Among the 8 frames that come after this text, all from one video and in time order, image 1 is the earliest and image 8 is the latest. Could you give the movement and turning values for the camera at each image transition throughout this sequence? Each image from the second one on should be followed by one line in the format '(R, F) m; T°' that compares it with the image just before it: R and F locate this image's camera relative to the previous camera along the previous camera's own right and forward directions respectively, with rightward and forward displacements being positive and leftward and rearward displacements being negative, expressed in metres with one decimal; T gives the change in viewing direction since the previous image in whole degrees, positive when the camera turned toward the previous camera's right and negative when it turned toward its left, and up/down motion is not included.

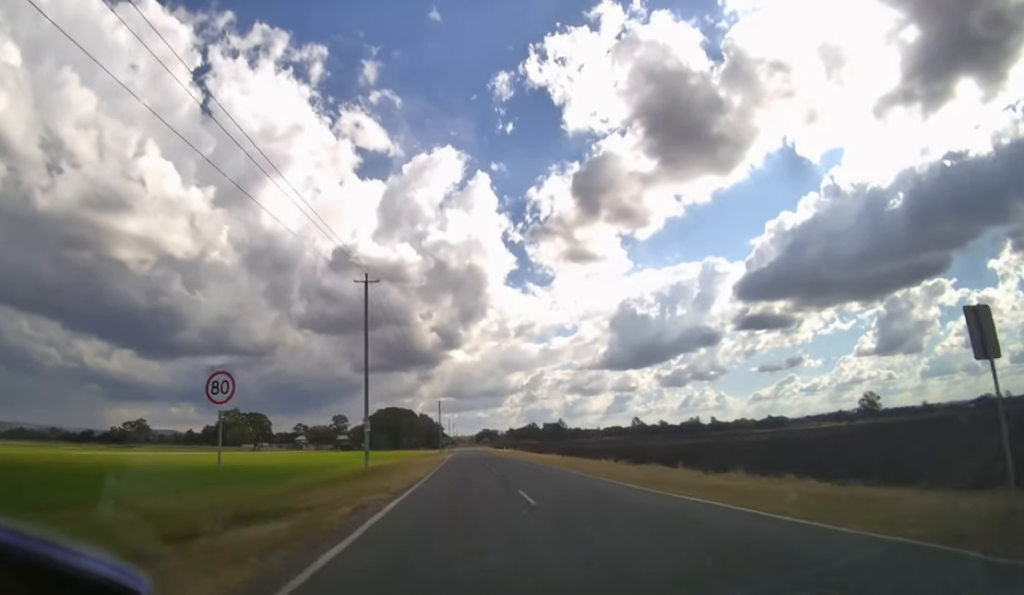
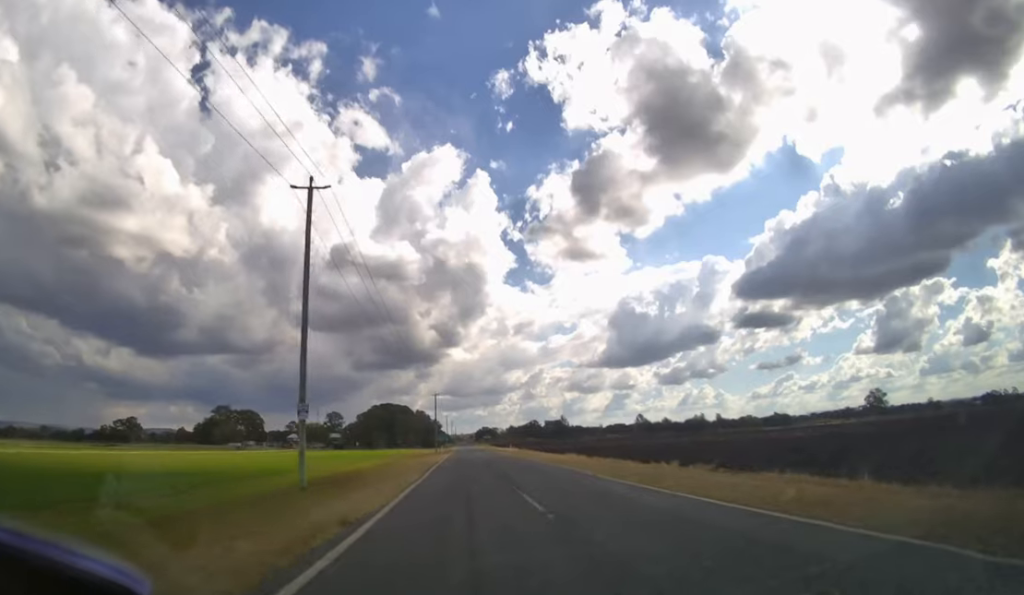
(0.0, +13.5) m; 0°
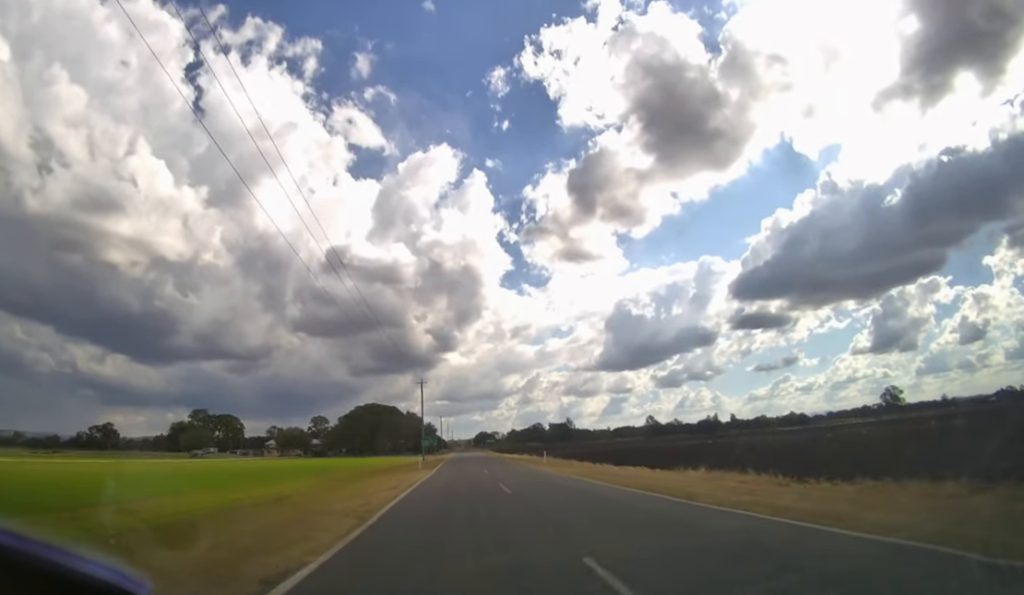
(+0.3, +35.9) m; +1°
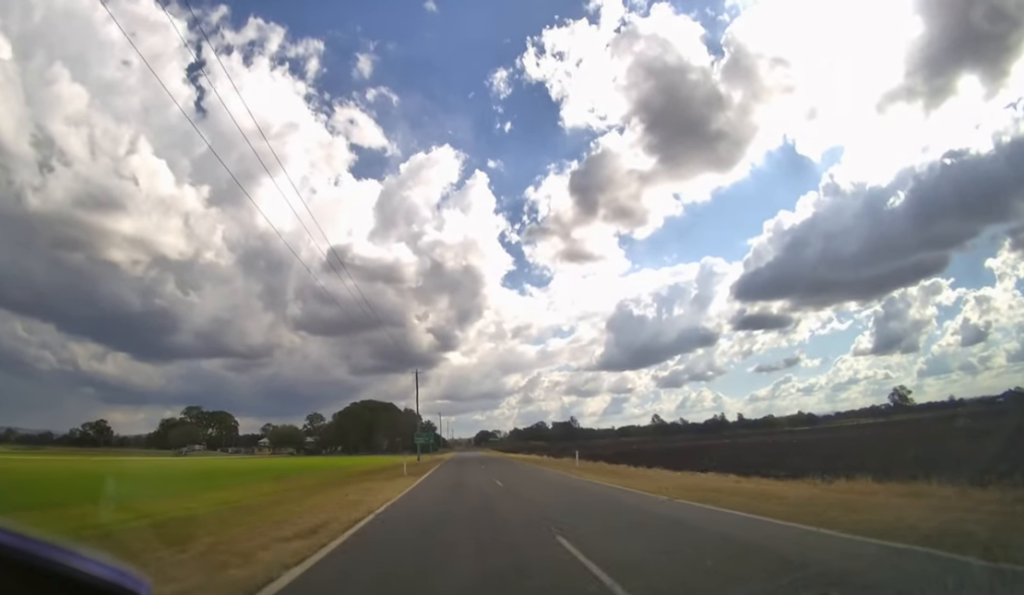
(0.0, +12.5) m; 0°
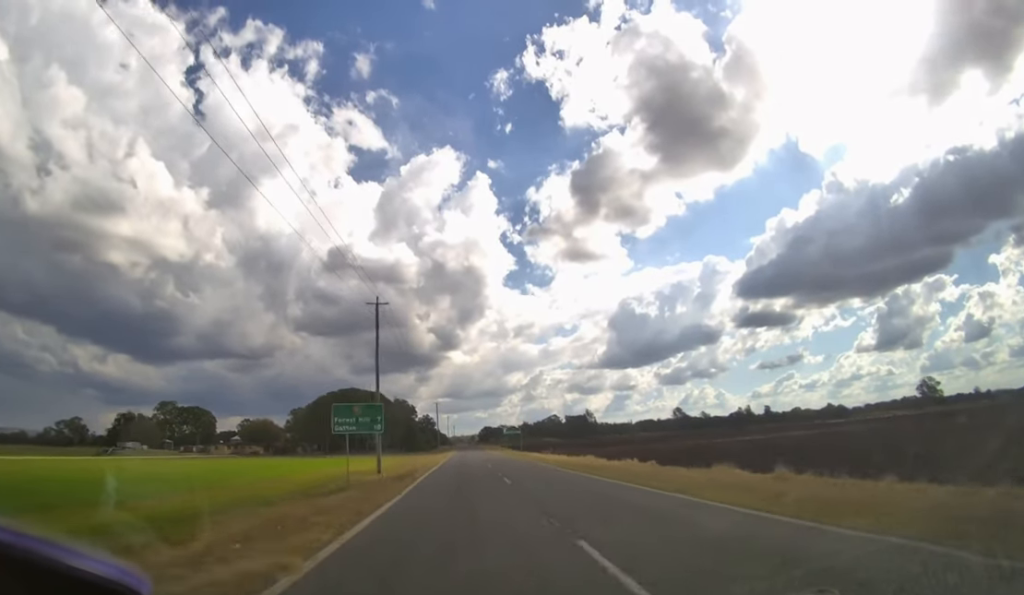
(-0.1, +39.7) m; 0°
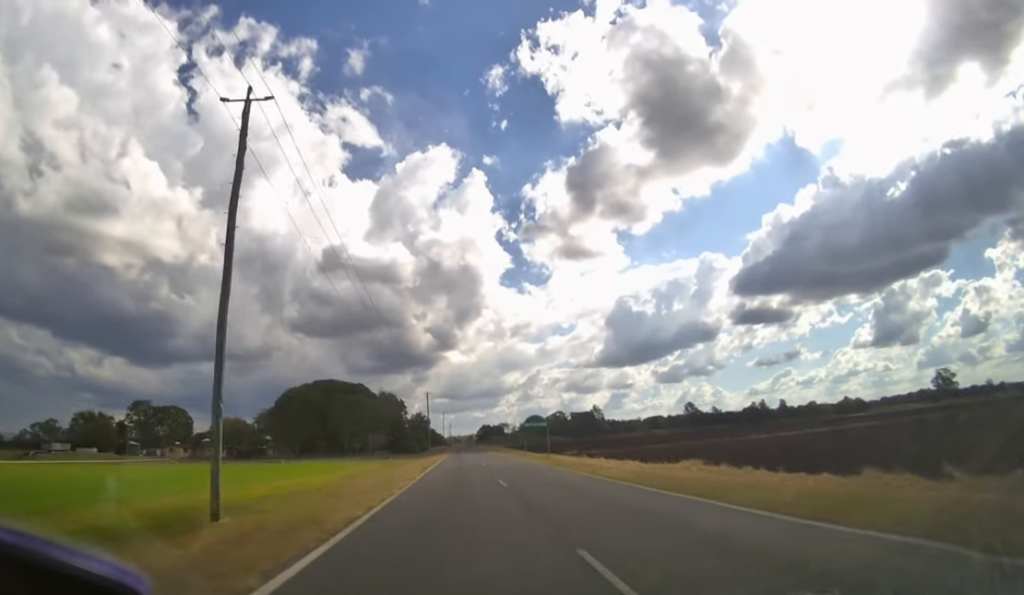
(0.0, +22.4) m; 0°
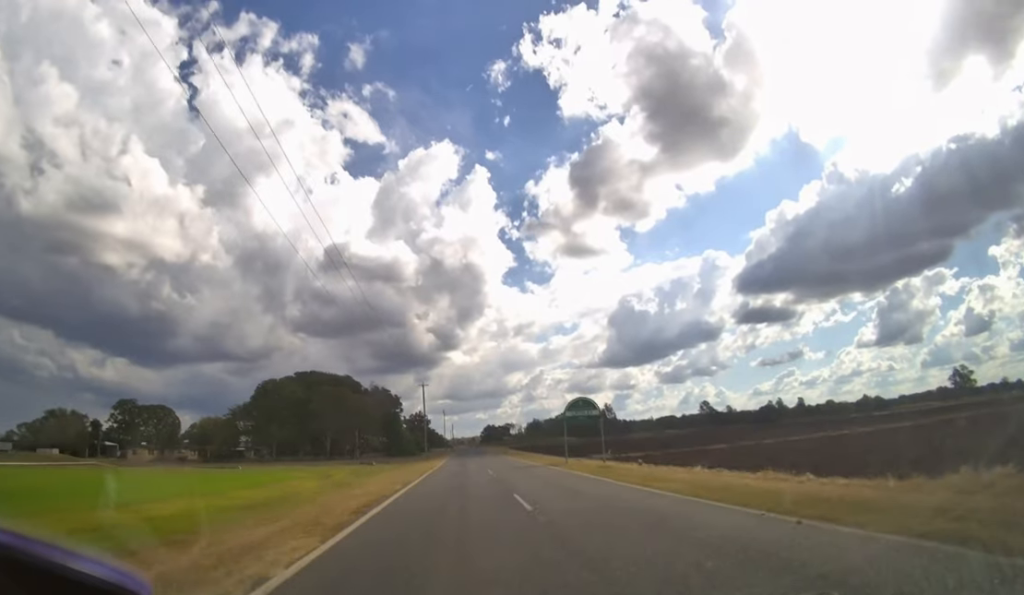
(0.0, +14.7) m; 0°
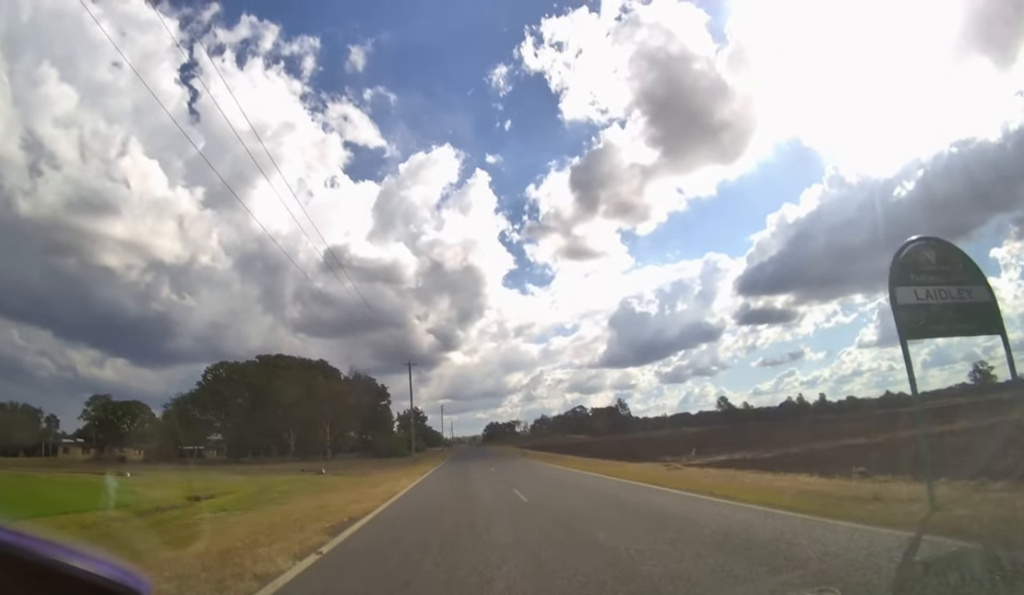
(0.0, +19.2) m; 0°
